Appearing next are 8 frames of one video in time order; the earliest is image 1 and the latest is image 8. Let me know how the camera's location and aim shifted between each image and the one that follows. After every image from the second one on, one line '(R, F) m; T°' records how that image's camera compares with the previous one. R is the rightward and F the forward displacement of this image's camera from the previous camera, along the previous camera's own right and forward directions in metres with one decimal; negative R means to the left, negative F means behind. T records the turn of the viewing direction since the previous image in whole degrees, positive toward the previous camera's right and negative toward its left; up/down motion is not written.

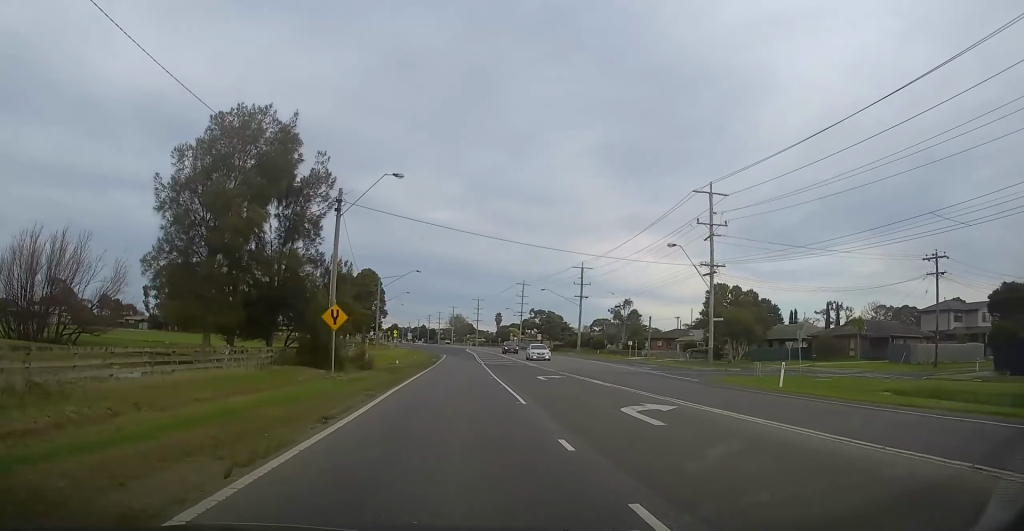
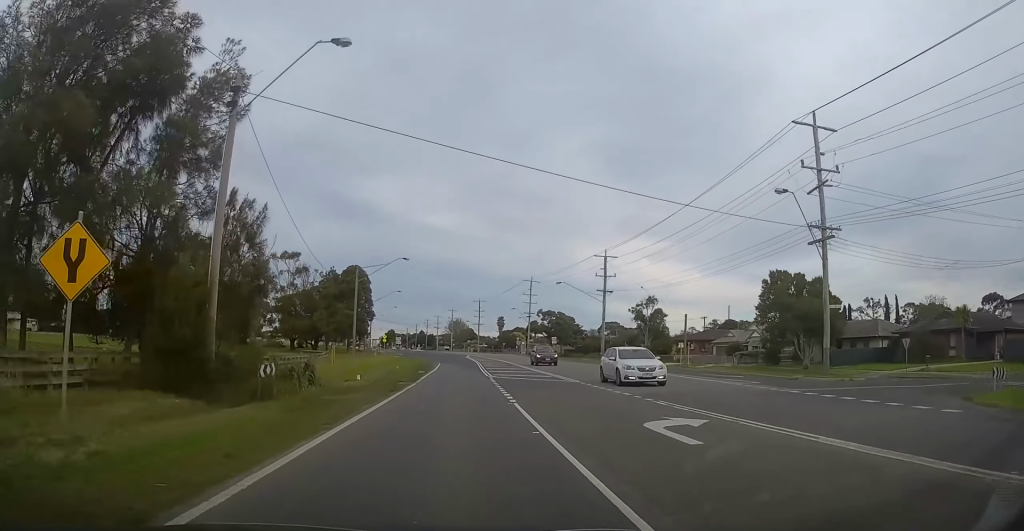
(0.0, +16.6) m; 0°
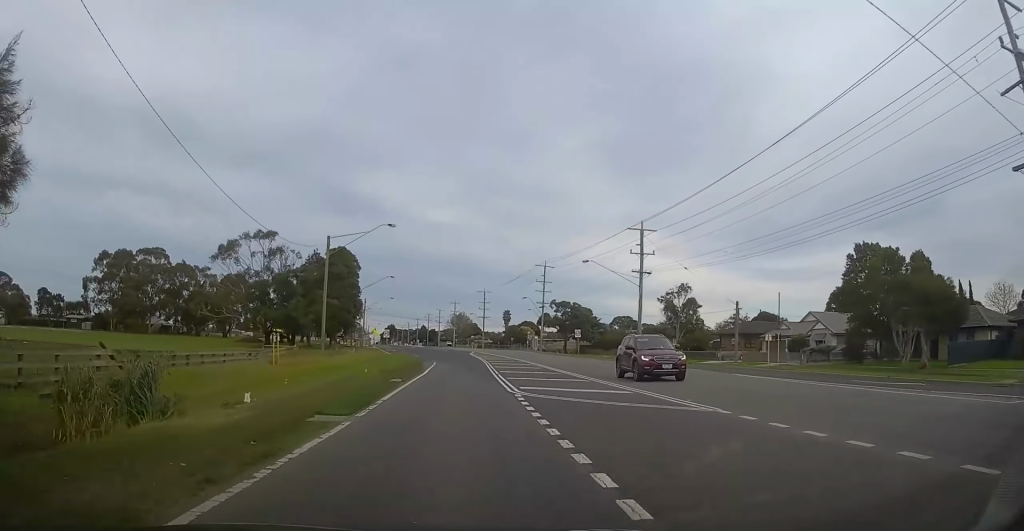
(0.0, +15.7) m; 0°
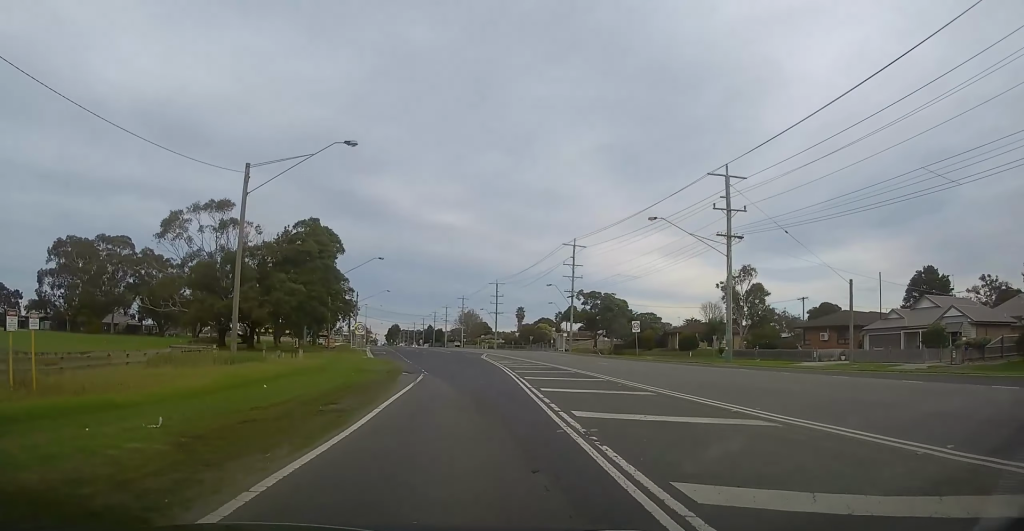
(0.0, +20.9) m; -1°
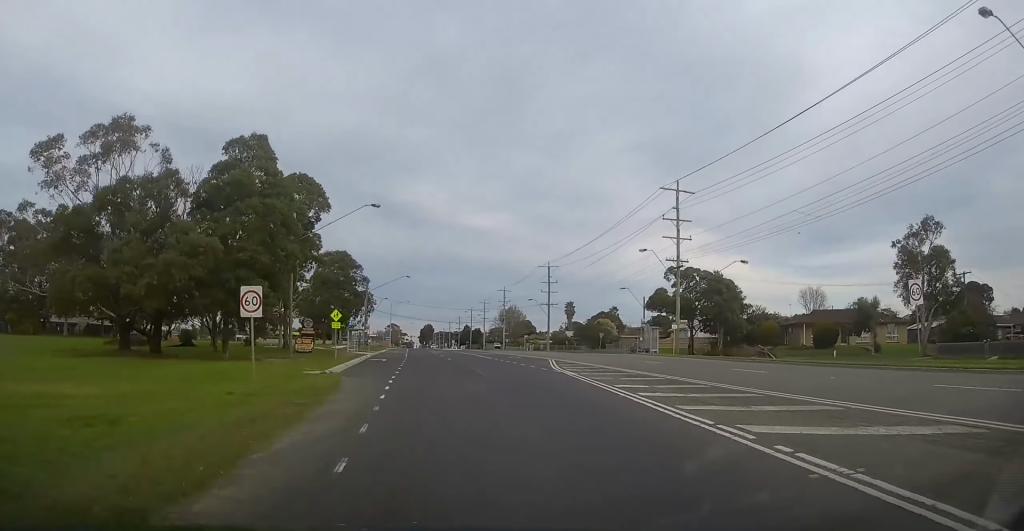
(-1.1, +29.8) m; -3°
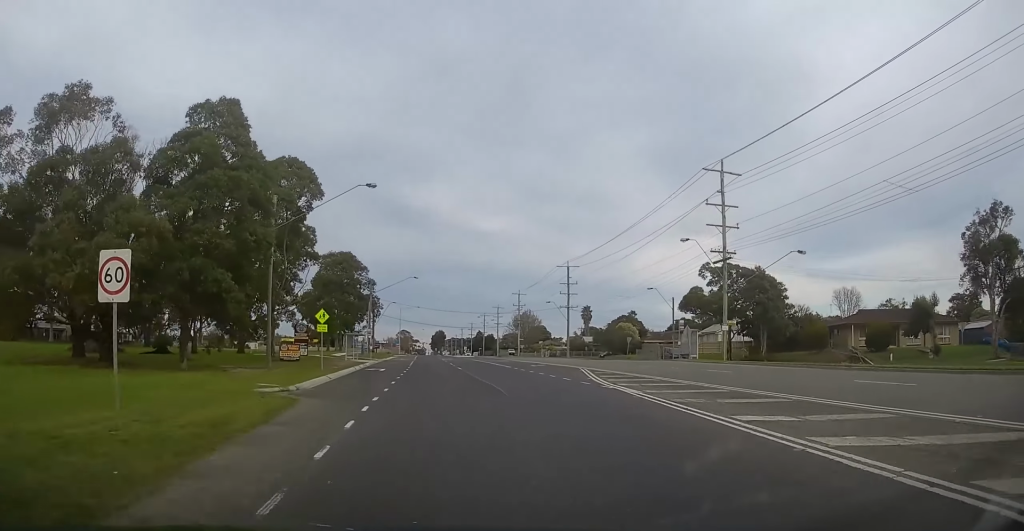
(0.0, +7.5) m; 0°
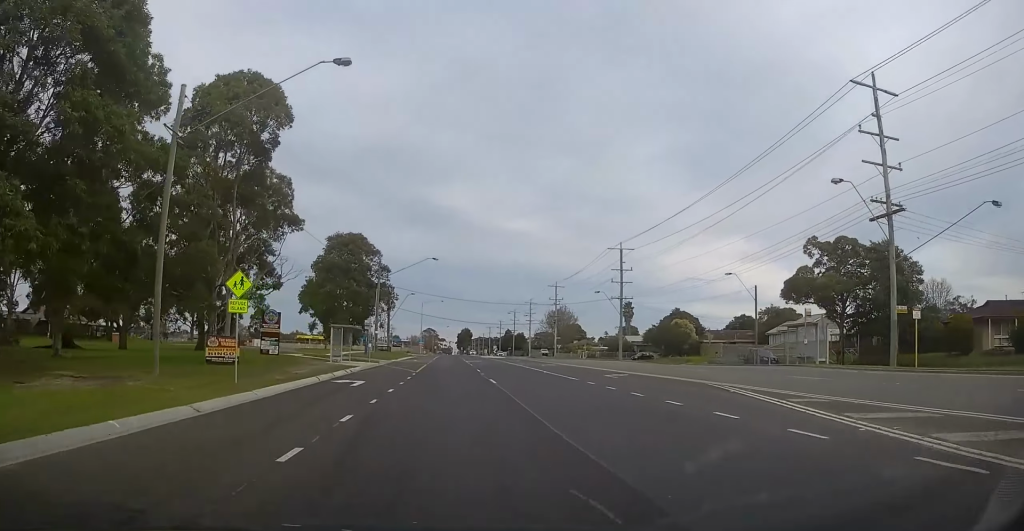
(0.0, +16.7) m; -2°
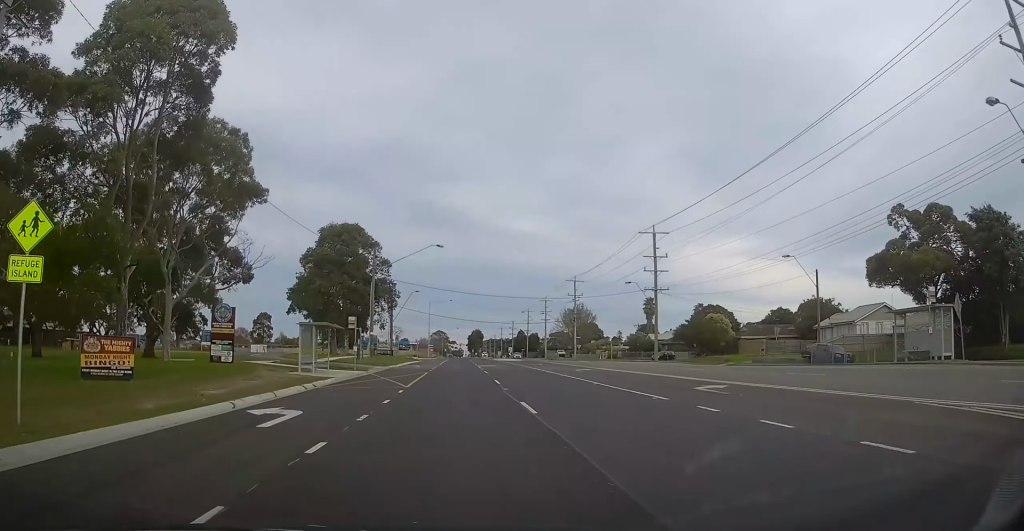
(-0.1, +10.7) m; -1°
